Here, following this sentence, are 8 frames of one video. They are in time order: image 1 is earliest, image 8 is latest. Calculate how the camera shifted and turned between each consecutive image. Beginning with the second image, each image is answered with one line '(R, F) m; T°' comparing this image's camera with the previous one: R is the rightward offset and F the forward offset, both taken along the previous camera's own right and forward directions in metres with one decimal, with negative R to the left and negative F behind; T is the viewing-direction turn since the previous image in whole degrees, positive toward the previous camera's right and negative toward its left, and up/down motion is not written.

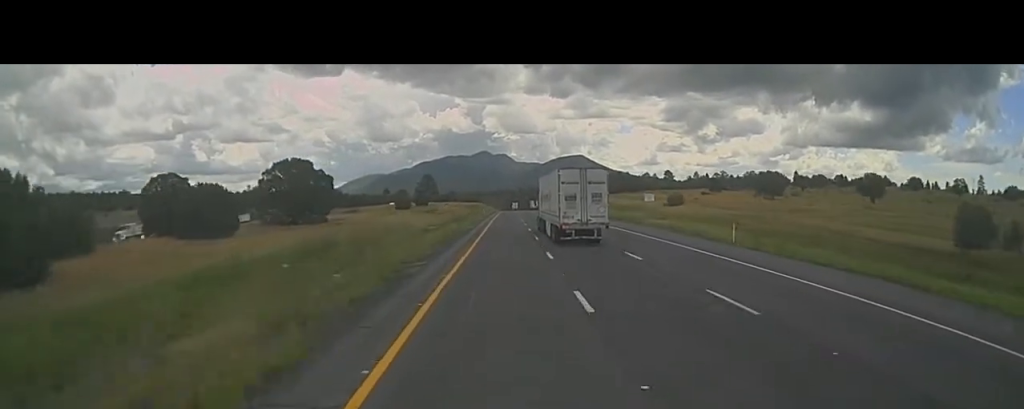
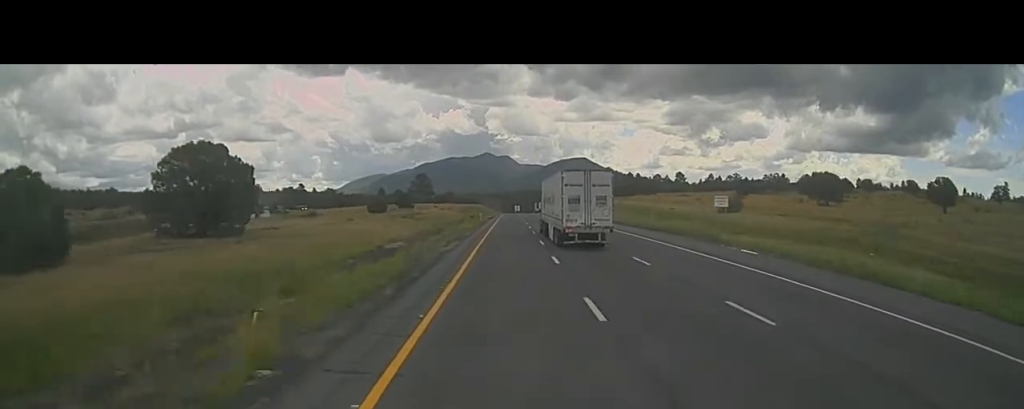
(+0.4, +25.5) m; 0°
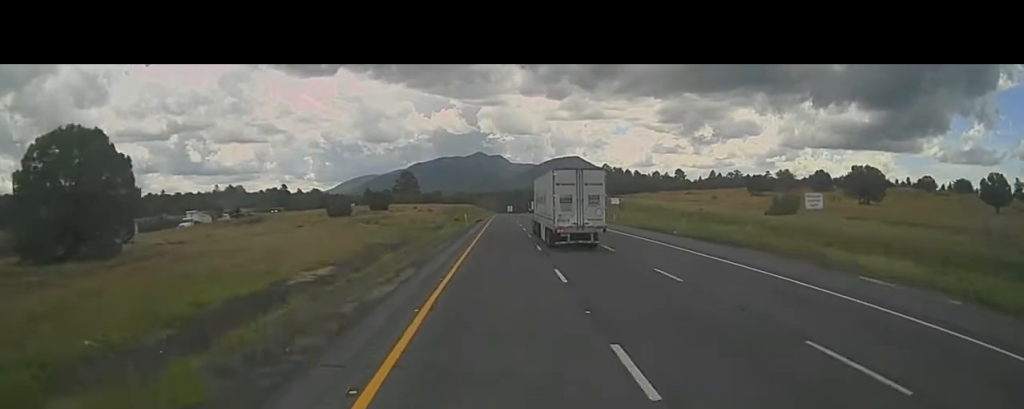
(-0.5, +17.7) m; 0°
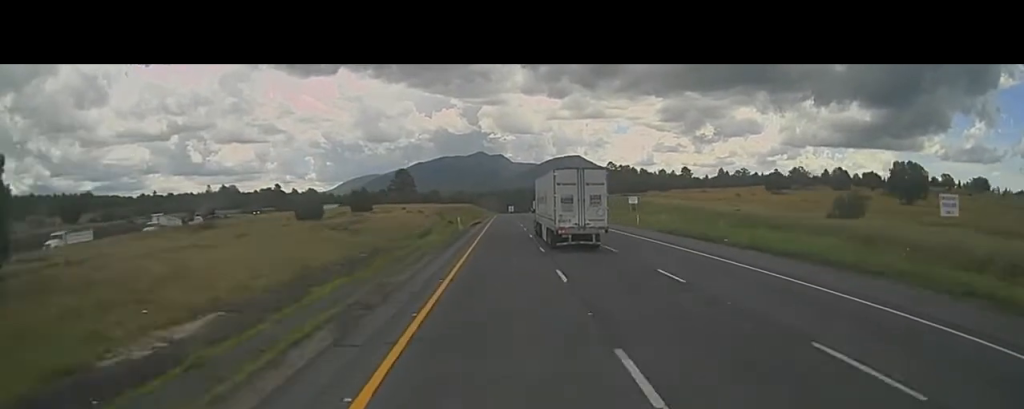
(+0.1, +12.2) m; 0°
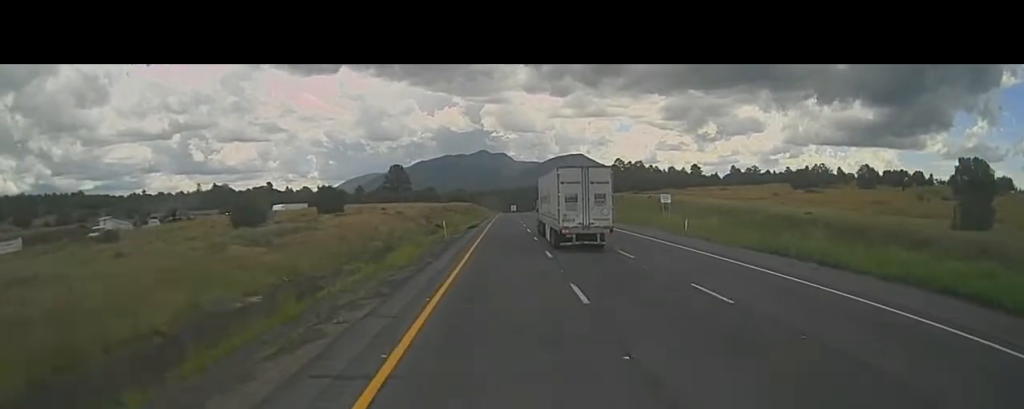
(+0.2, +15.4) m; +1°
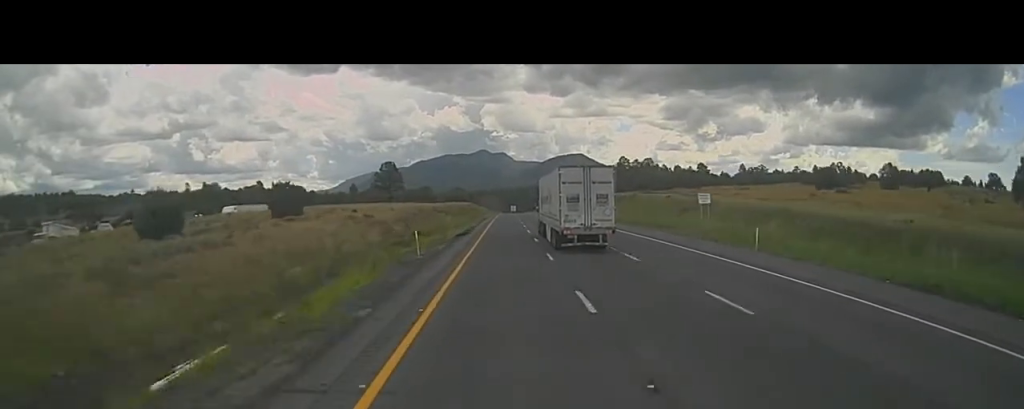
(0.0, +14.0) m; 0°
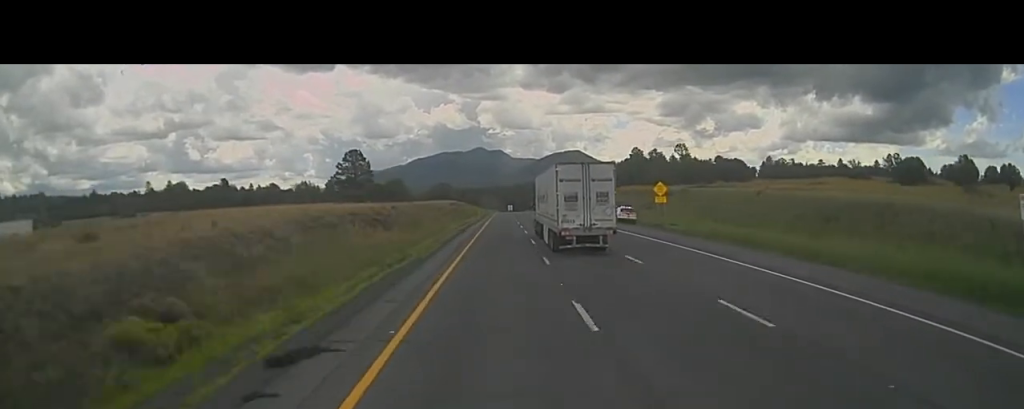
(-0.2, +38.5) m; 0°
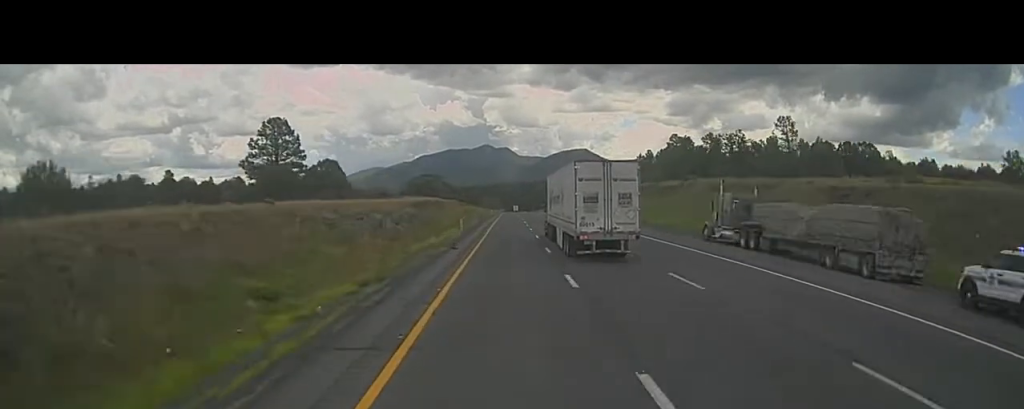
(-0.2, +54.5) m; -1°
